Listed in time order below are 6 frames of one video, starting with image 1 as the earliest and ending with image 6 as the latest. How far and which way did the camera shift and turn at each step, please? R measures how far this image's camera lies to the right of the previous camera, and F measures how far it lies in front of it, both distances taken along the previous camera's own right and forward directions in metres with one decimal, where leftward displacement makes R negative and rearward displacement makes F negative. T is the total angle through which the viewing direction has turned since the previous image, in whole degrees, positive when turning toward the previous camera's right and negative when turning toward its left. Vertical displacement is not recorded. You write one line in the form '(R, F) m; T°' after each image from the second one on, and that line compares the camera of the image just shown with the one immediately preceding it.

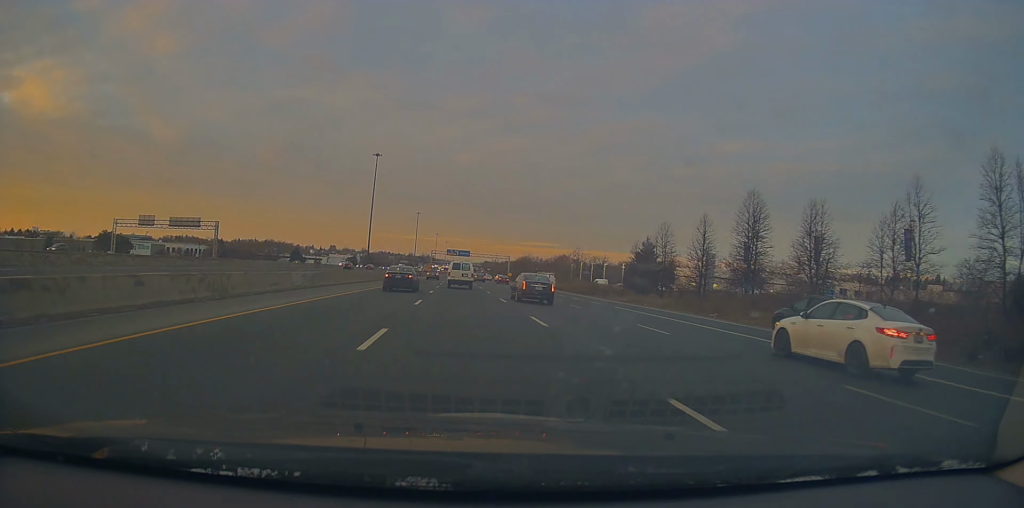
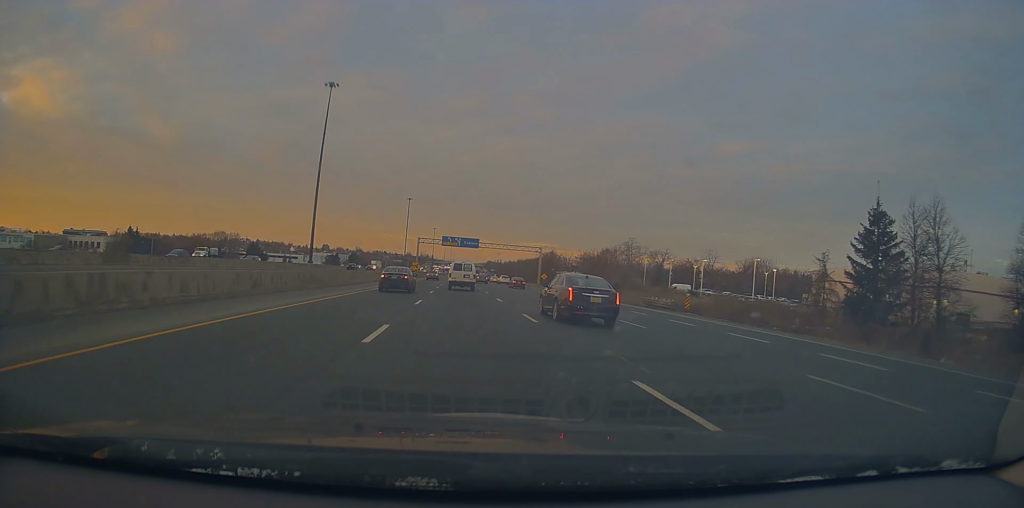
(+0.2, +70.4) m; 0°
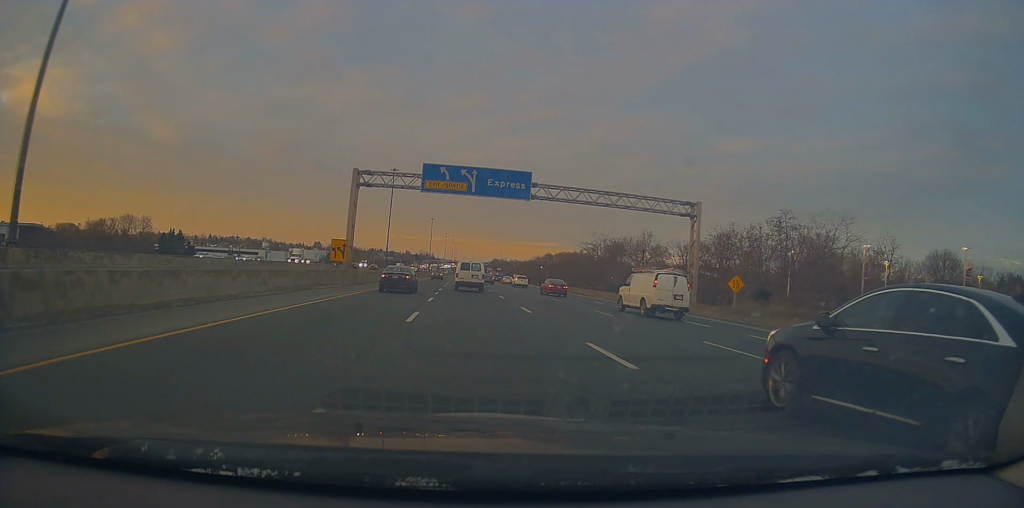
(0.0, +79.1) m; 0°
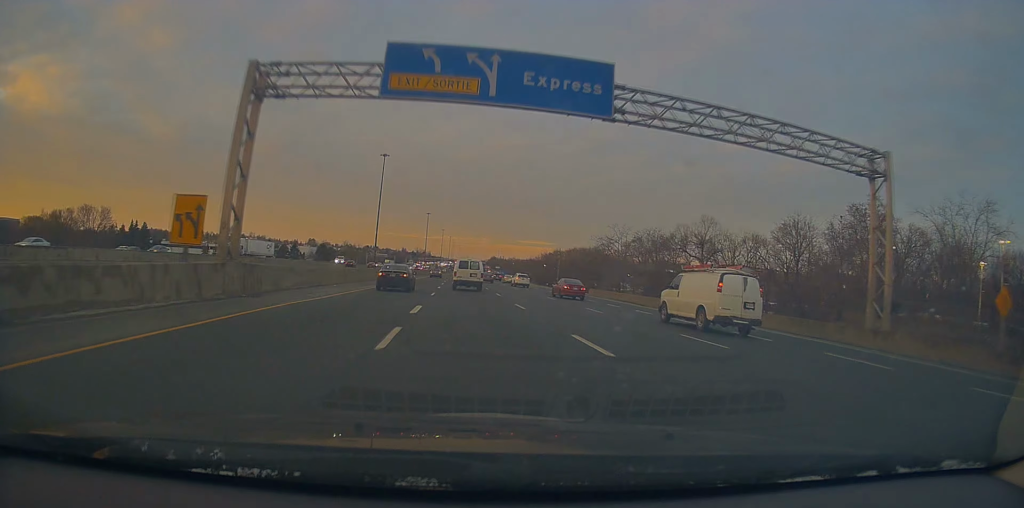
(+0.1, +22.6) m; 0°
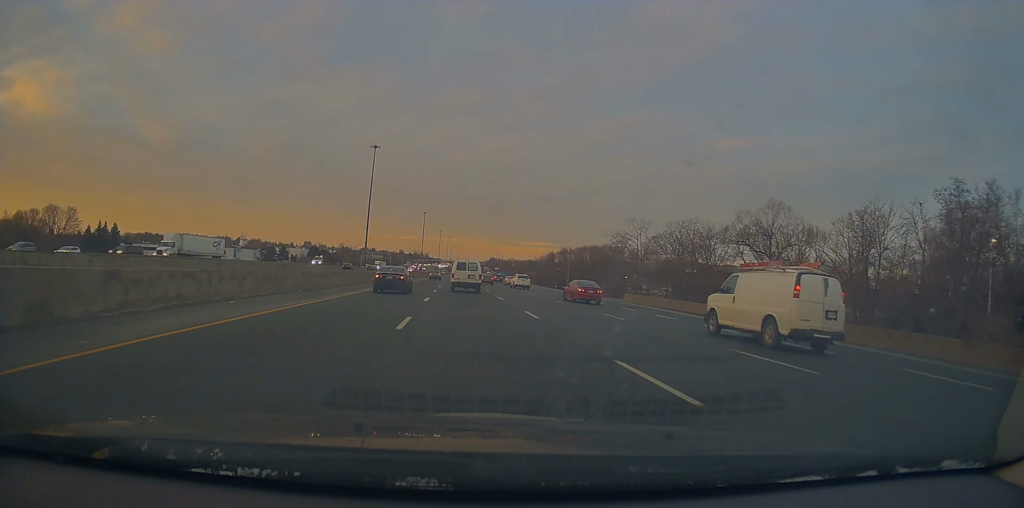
(+0.3, +15.8) m; 0°
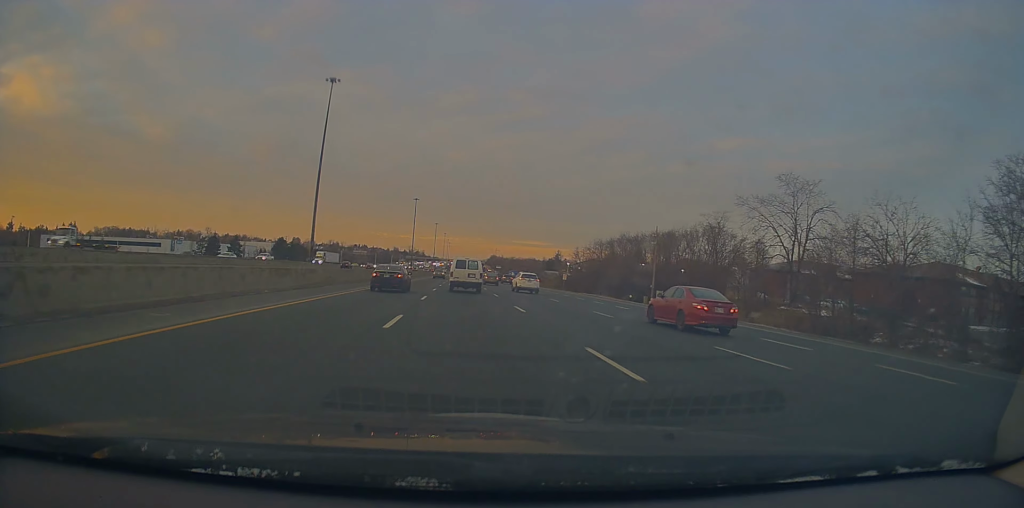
(-0.4, +59.8) m; -1°
